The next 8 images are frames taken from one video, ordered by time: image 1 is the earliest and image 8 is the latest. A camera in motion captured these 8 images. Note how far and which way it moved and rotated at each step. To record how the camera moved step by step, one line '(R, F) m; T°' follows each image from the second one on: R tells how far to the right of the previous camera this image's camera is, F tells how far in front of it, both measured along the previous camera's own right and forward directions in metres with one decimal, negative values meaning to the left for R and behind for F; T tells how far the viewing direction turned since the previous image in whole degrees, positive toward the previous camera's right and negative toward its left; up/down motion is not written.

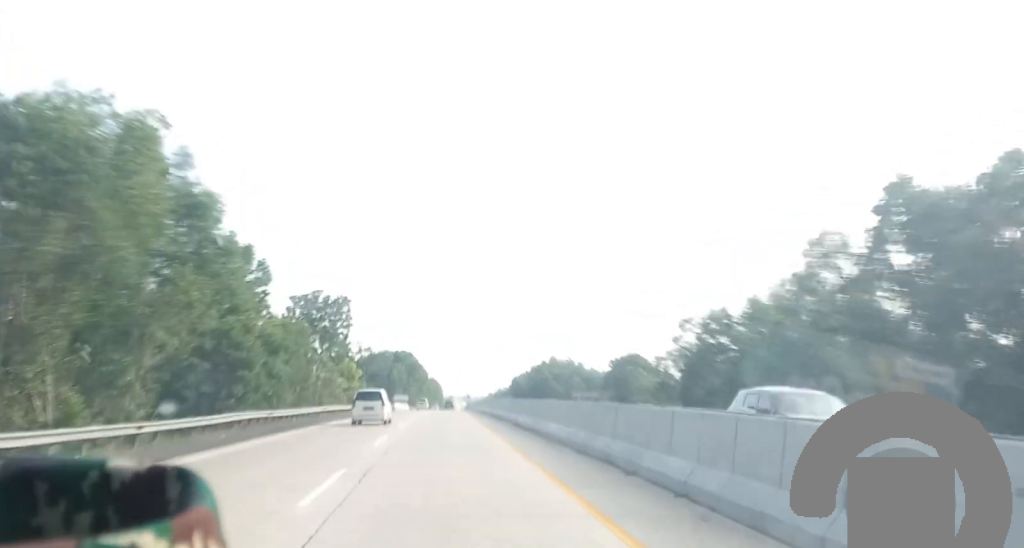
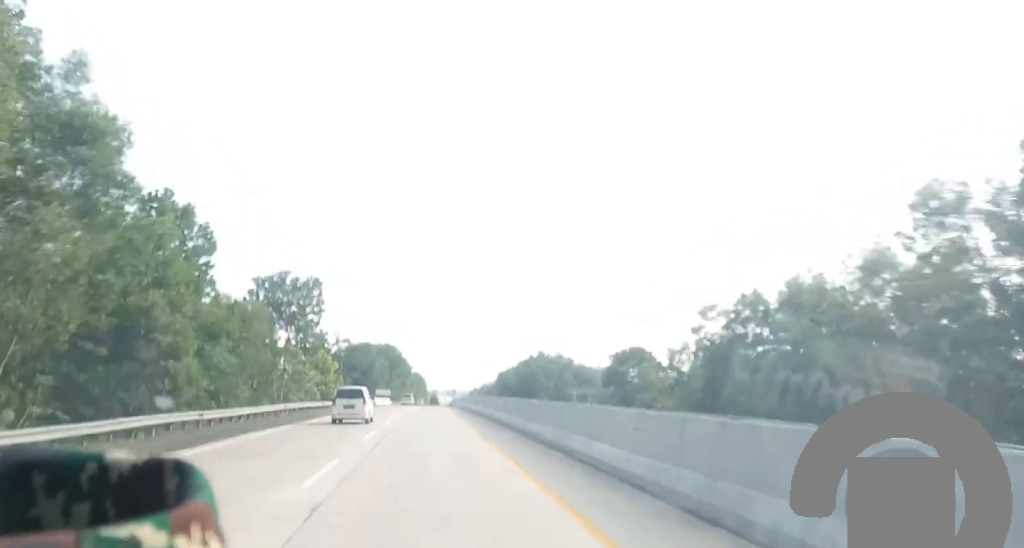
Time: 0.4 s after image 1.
(0.0, +11.0) m; 0°
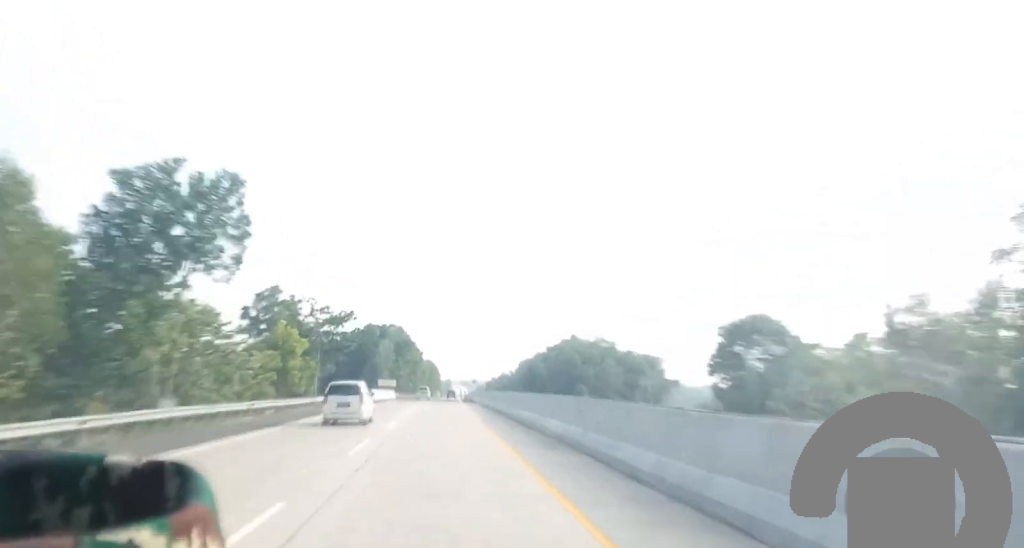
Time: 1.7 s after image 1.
(+0.5, +33.1) m; +1°
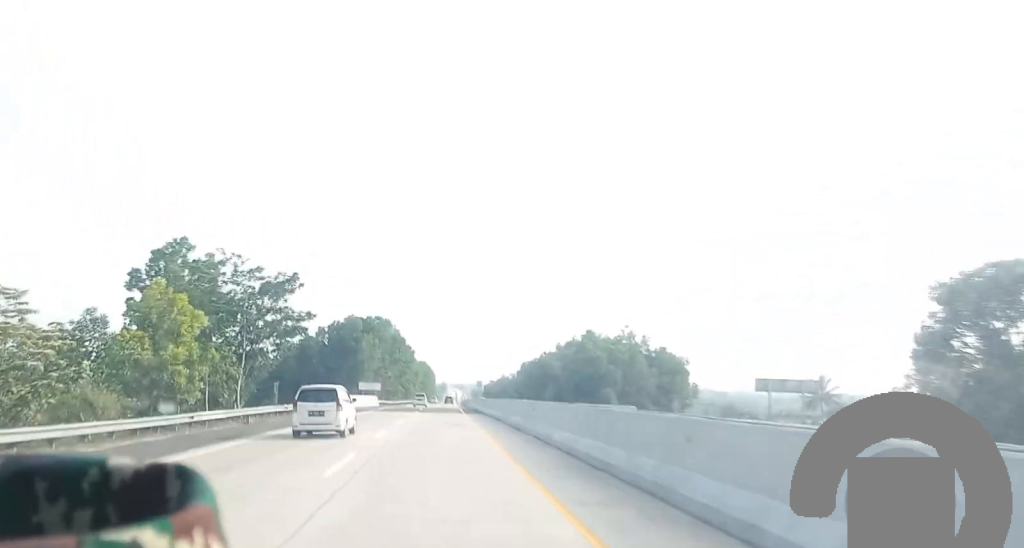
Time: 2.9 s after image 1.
(+0.1, +29.8) m; 0°
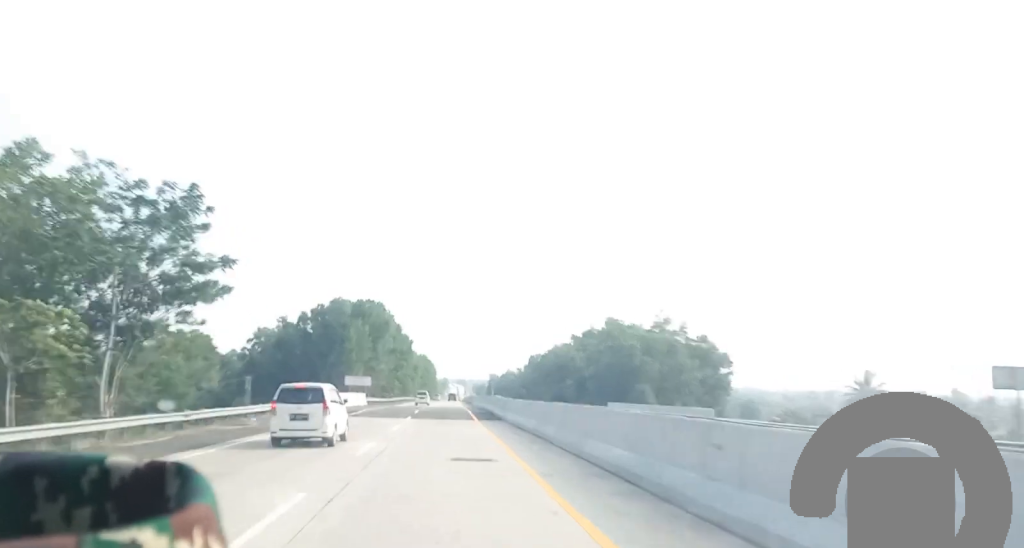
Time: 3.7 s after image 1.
(-0.2, +21.3) m; -1°
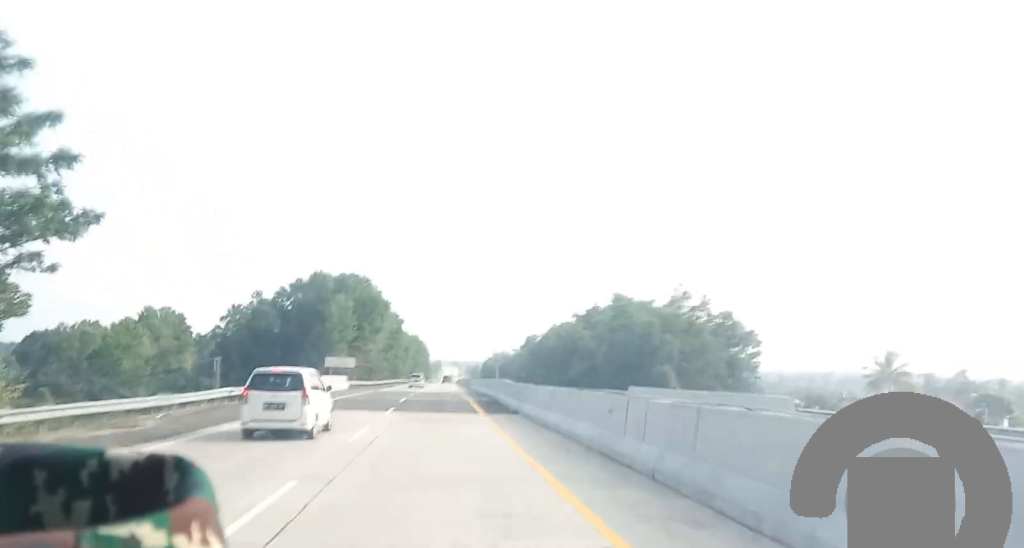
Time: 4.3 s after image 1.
(0.0, +13.6) m; 0°
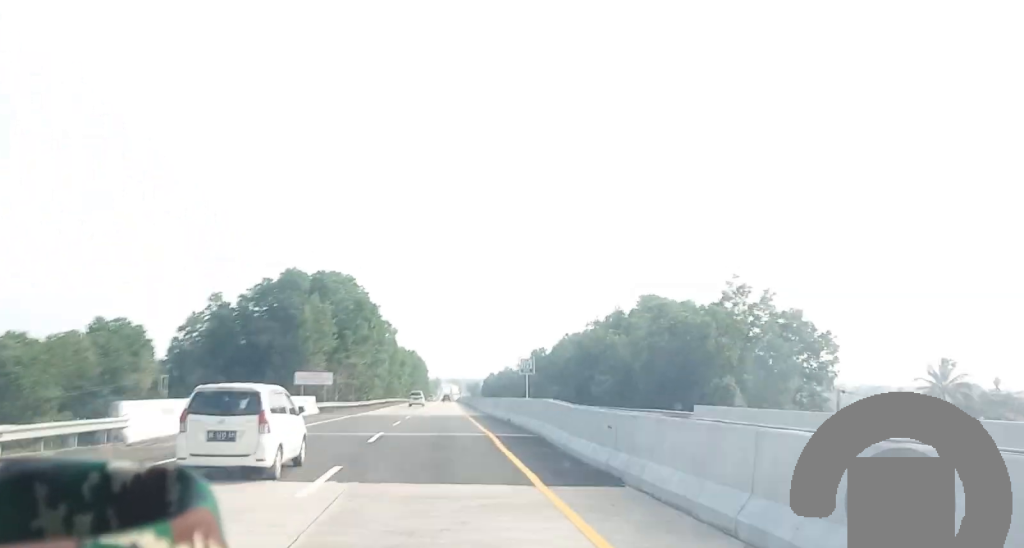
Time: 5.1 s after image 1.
(0.0, +20.2) m; 0°
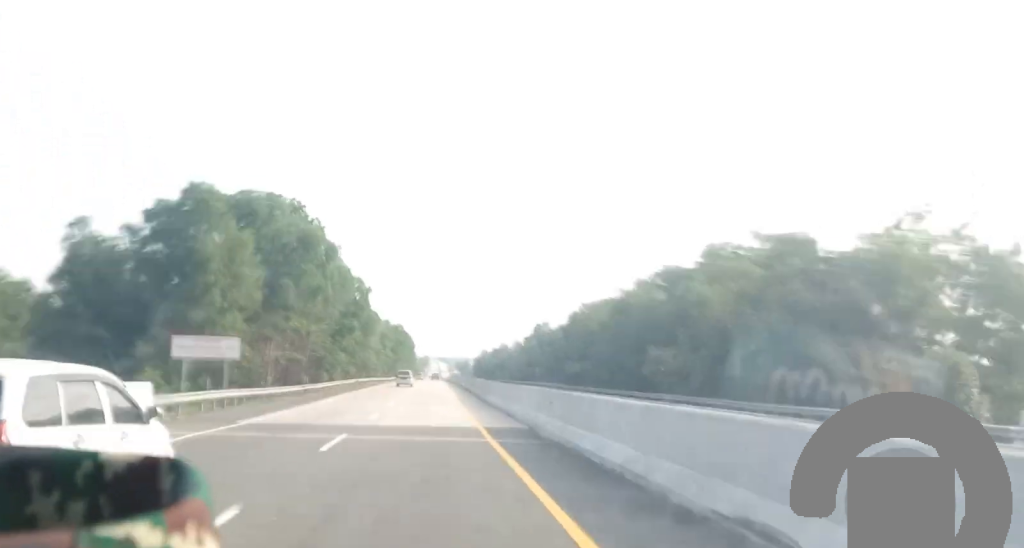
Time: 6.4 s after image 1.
(0.0, +32.7) m; 0°
